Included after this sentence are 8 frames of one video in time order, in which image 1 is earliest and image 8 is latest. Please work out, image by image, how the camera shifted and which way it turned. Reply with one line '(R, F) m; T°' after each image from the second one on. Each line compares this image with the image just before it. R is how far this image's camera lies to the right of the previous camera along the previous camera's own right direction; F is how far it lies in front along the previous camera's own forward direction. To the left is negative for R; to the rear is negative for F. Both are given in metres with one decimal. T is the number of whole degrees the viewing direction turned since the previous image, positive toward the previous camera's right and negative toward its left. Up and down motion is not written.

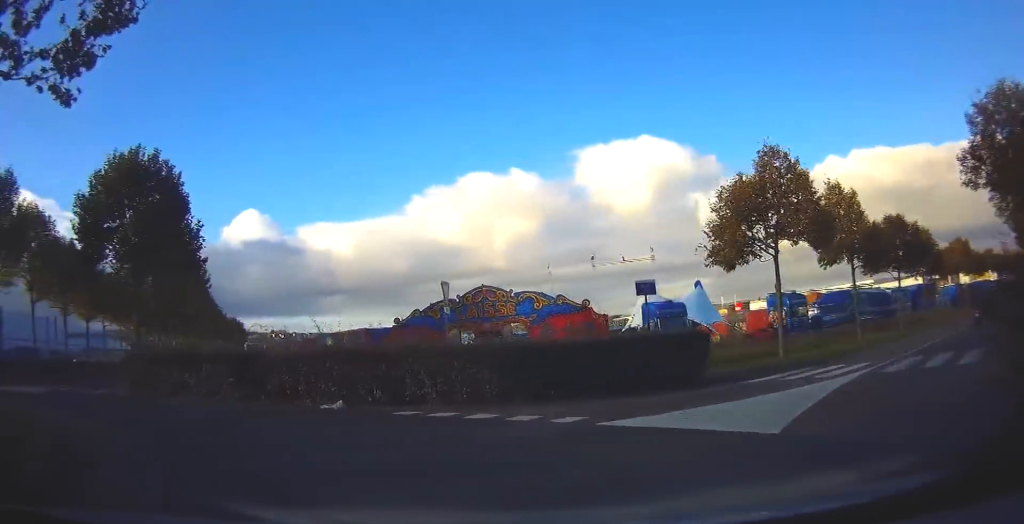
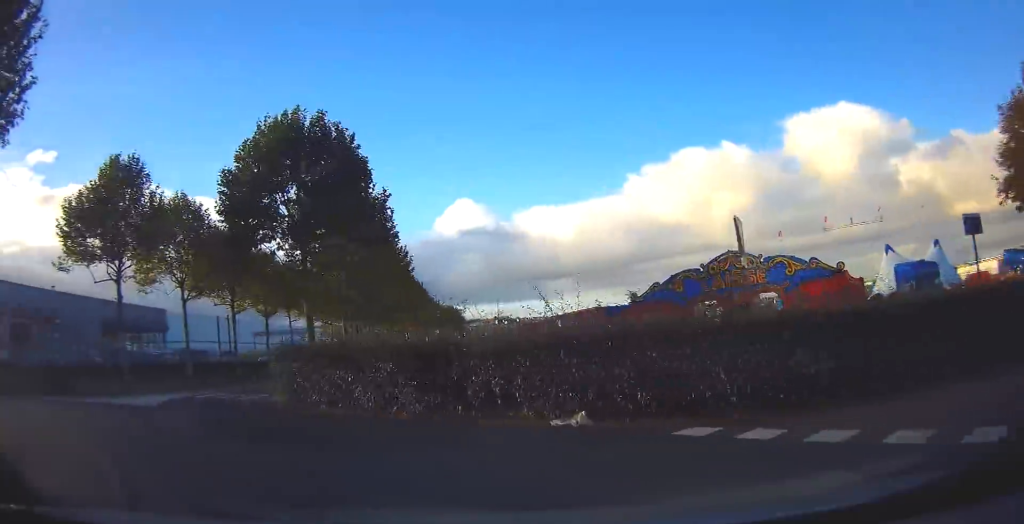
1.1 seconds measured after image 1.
(-0.7, +4.8) m; -19°
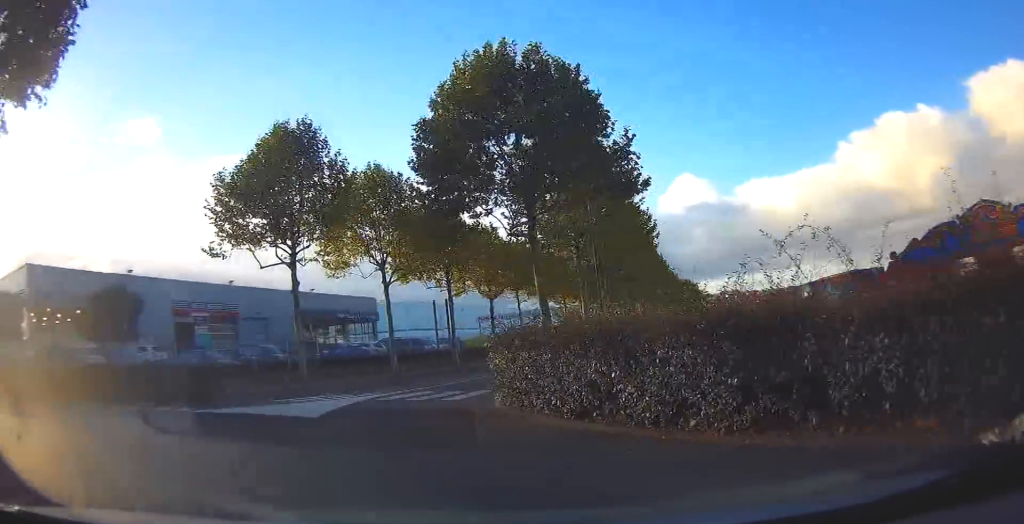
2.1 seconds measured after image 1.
(-0.9, +4.5) m; -19°
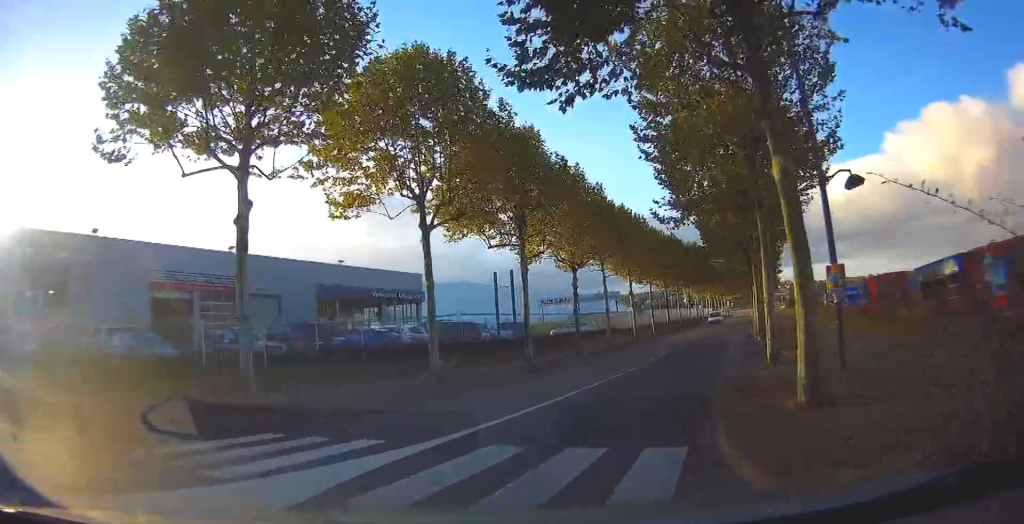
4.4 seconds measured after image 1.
(-2.0, +11.0) m; -7°
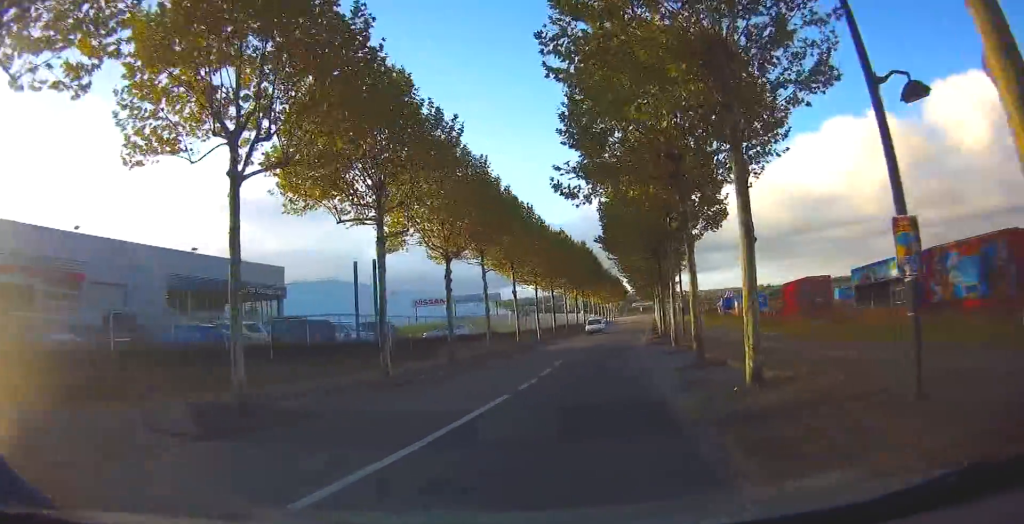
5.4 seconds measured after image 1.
(+0.5, +5.4) m; +9°
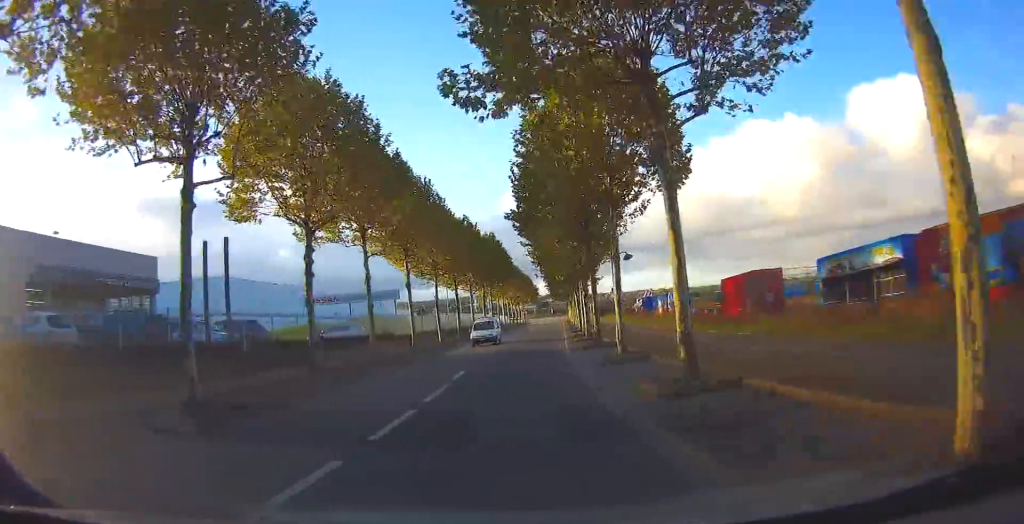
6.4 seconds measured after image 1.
(+0.6, +6.9) m; +8°
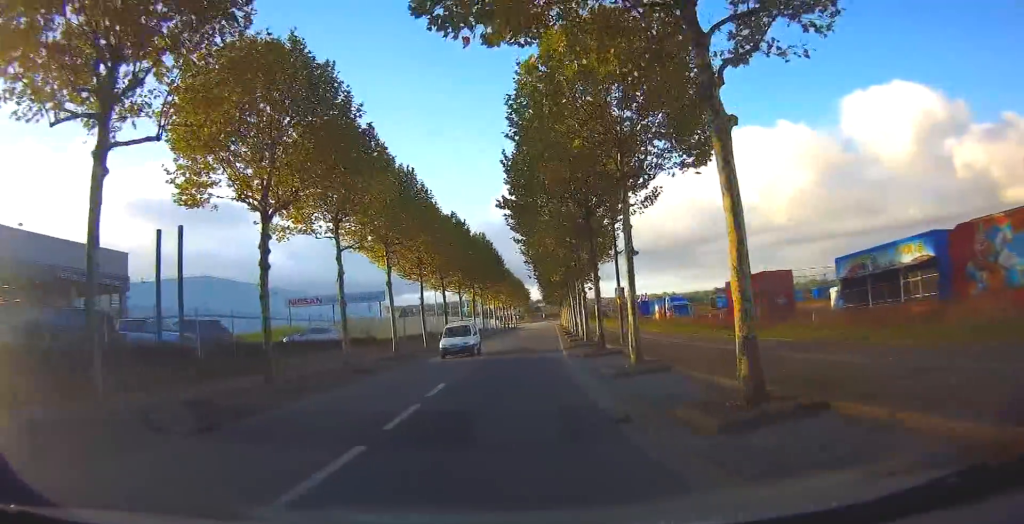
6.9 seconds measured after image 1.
(+0.1, +3.2) m; +2°
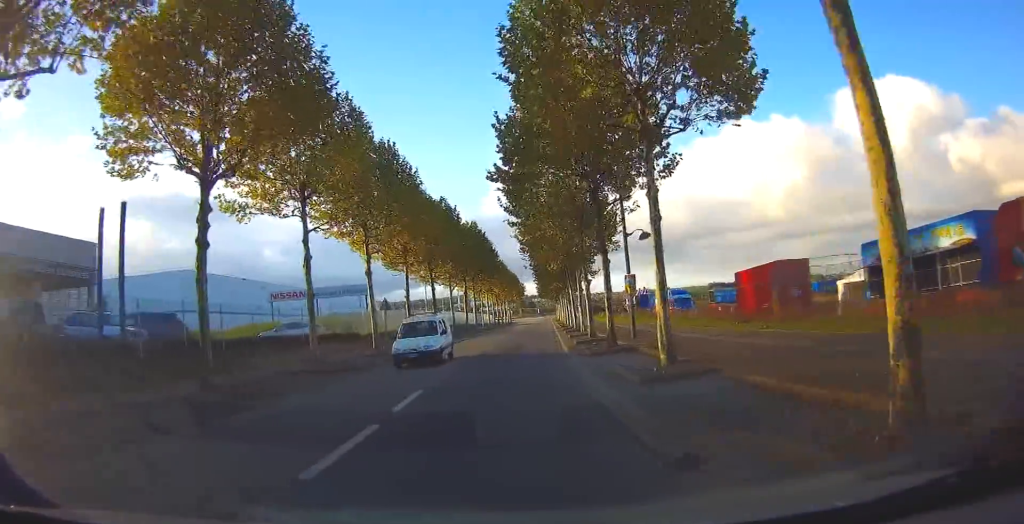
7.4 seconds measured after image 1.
(+0.1, +3.5) m; +1°
